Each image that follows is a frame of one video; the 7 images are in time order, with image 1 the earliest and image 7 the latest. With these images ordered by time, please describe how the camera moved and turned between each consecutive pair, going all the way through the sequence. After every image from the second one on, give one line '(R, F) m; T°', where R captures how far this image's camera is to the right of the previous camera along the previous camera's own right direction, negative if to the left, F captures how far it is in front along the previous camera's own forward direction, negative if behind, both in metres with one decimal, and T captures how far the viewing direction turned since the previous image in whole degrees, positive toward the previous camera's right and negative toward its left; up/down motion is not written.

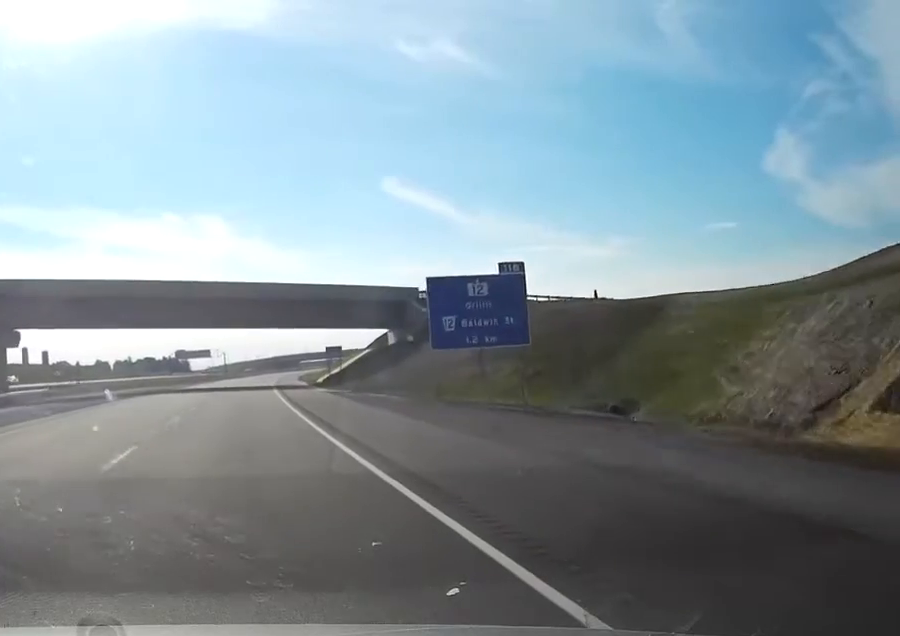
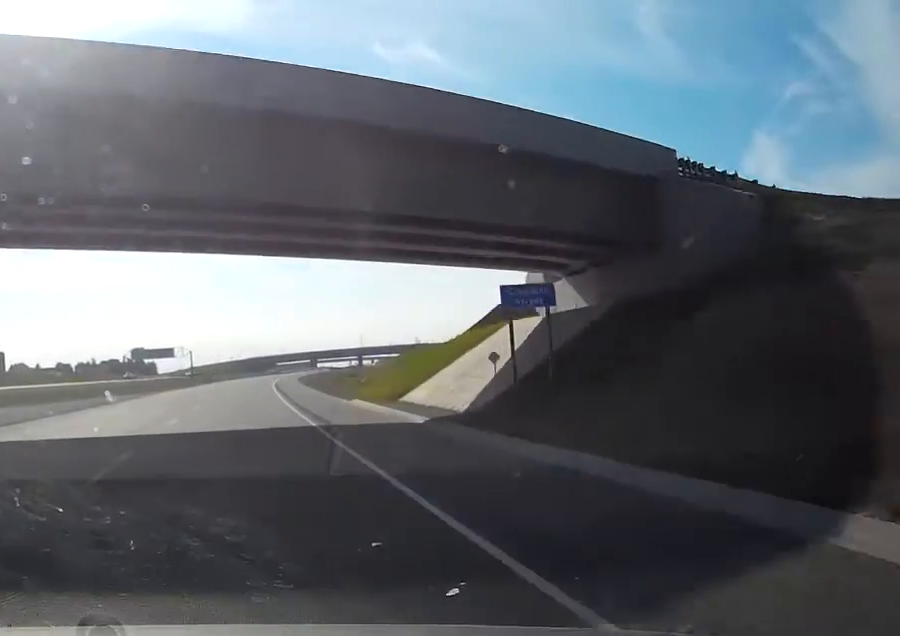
(+0.9, +60.3) m; +2°
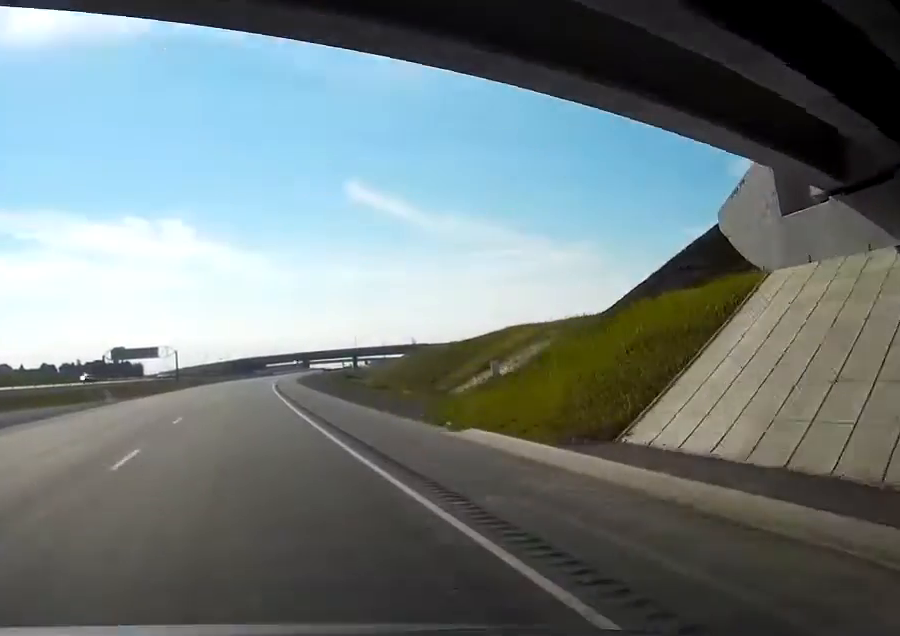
(+0.1, +22.6) m; 0°
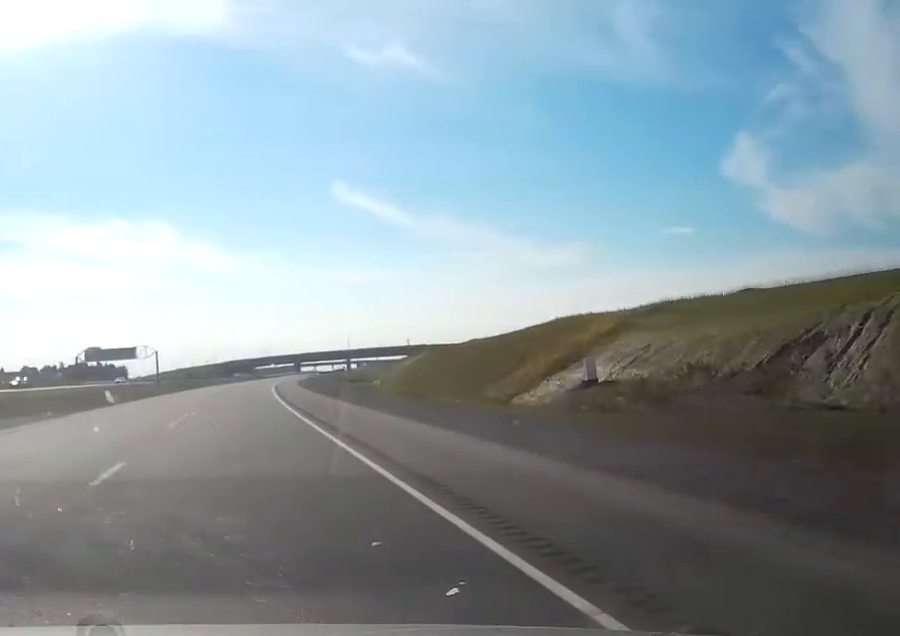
(+0.1, +25.5) m; +1°
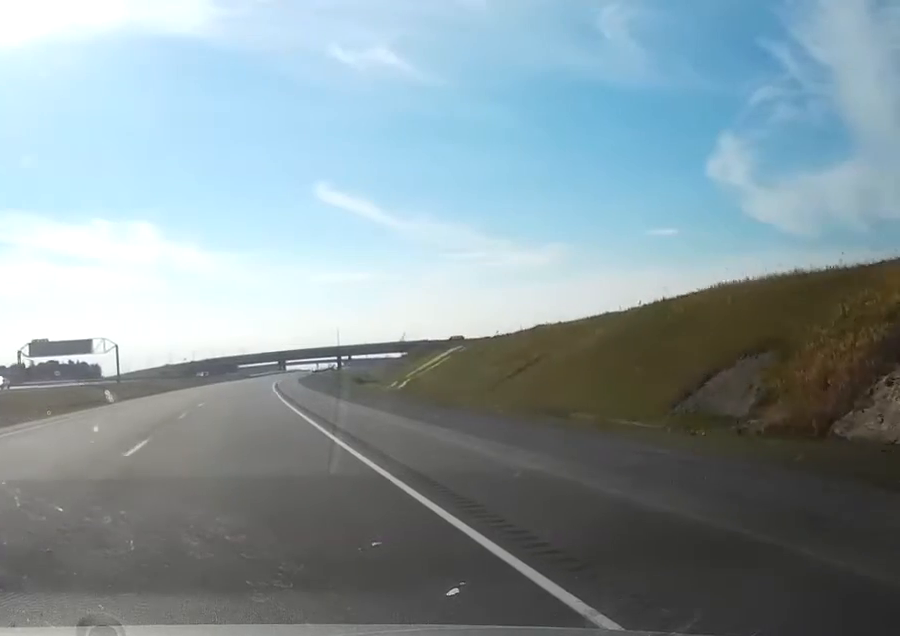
(+0.4, +43.0) m; +1°
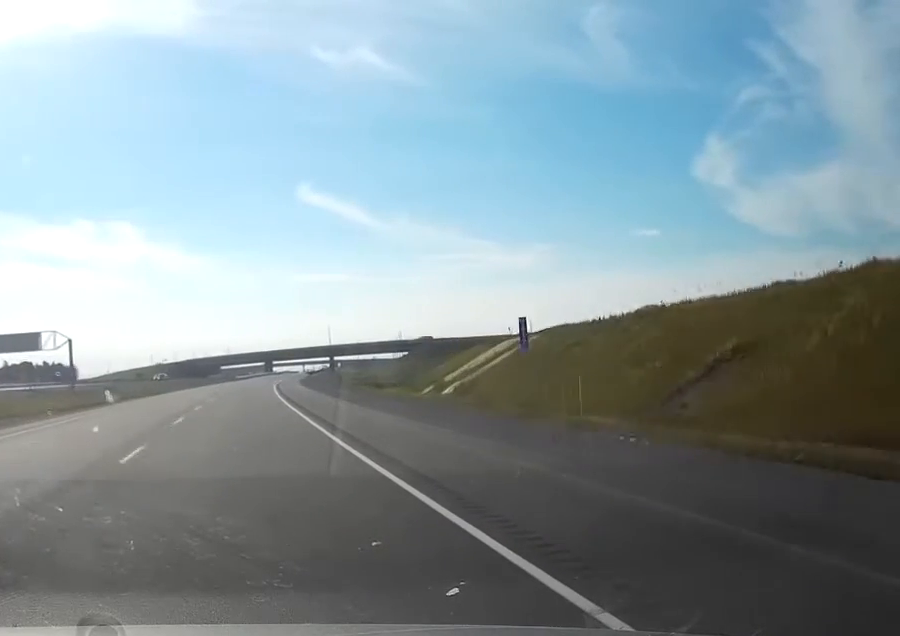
(+0.2, +36.1) m; +1°
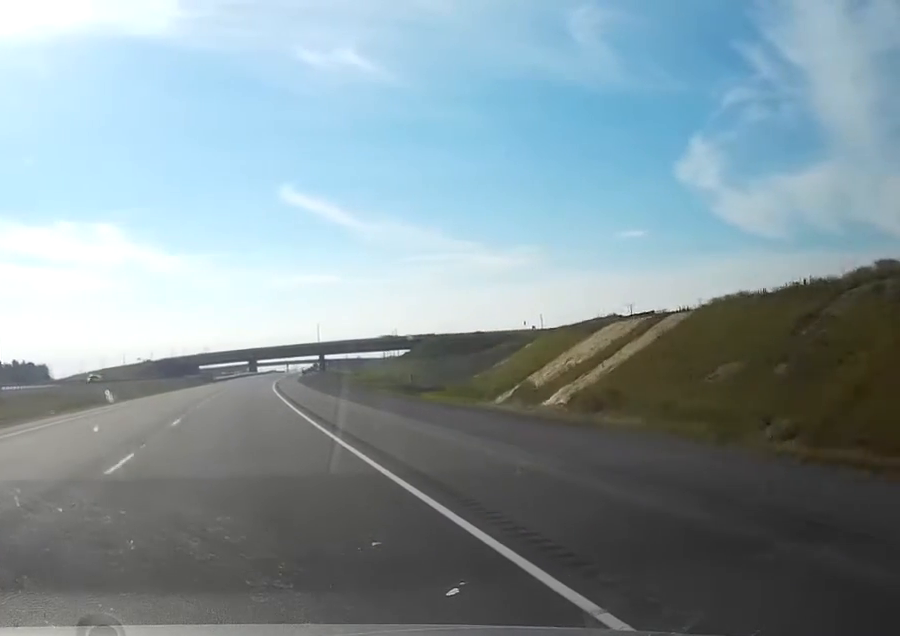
(+0.4, +37.1) m; +1°
